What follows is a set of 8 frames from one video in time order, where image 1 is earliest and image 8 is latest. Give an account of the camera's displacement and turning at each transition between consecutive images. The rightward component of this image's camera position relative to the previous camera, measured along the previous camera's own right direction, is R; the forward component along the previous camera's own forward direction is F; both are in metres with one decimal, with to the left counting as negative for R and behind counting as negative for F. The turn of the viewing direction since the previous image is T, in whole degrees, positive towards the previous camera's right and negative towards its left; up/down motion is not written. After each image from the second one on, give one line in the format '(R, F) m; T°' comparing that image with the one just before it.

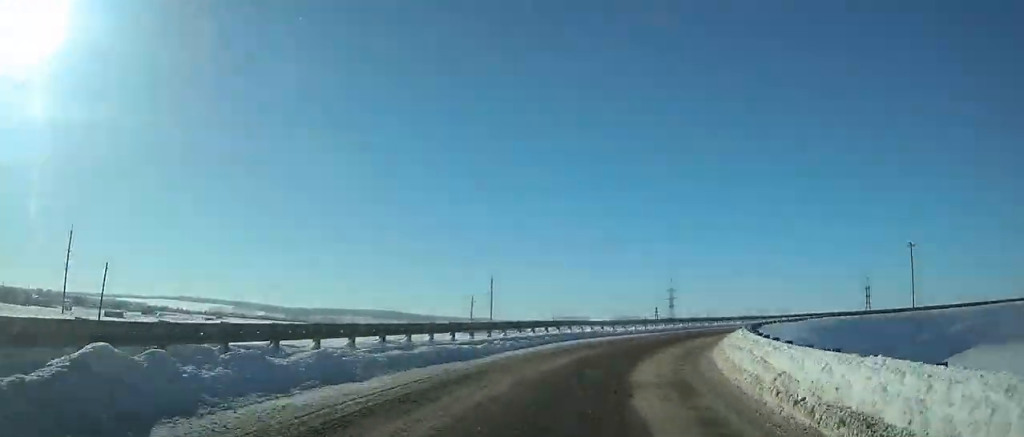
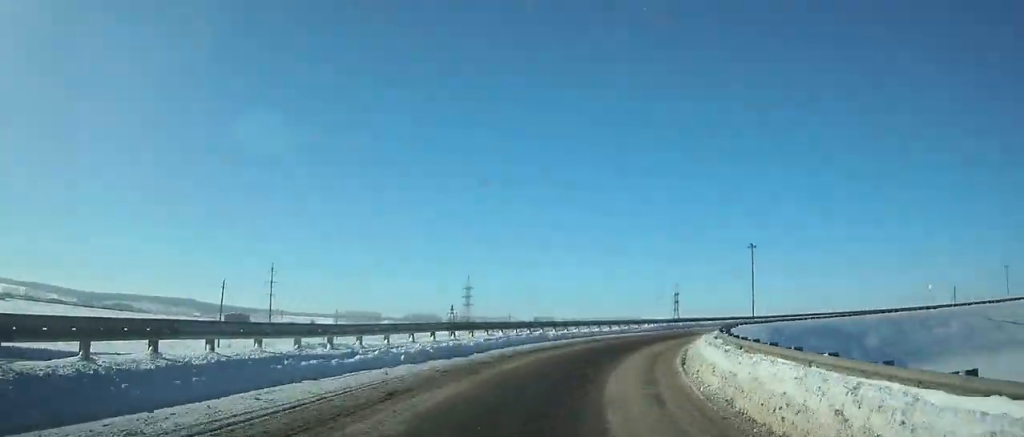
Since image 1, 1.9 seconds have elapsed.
(+2.9, +20.7) m; +17°
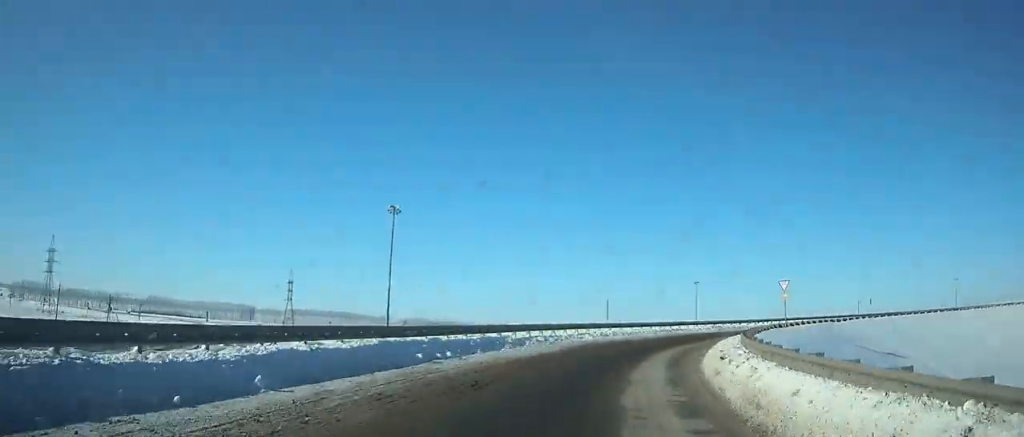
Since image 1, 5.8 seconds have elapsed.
(+12.5, +40.5) m; +34°
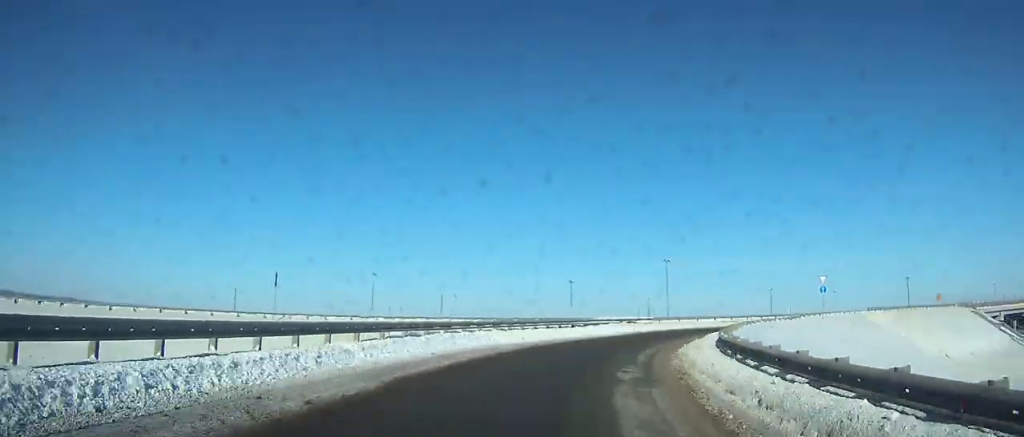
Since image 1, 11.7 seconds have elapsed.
(+29.3, +54.6) m; +58°
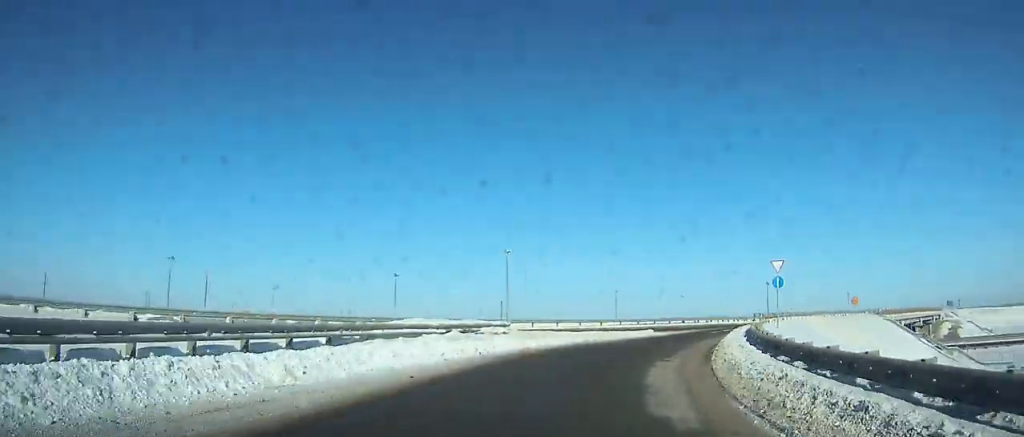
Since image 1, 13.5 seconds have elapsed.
(+1.9, +20.3) m; +18°
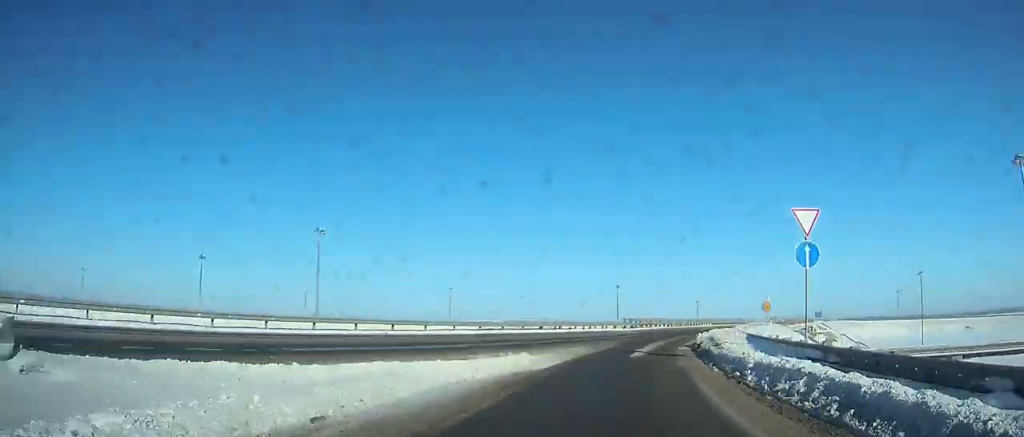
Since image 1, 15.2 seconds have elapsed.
(+4.1, +19.6) m; +15°
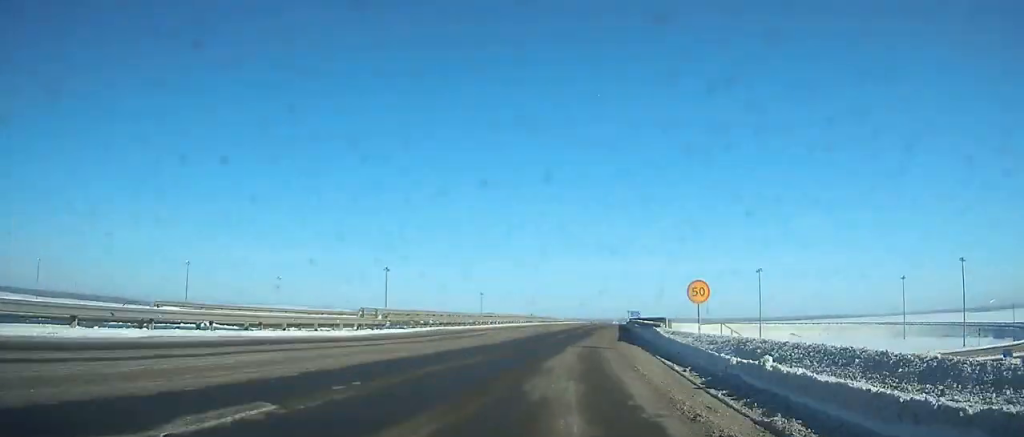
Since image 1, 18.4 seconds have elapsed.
(+8.7, +37.1) m; +19°
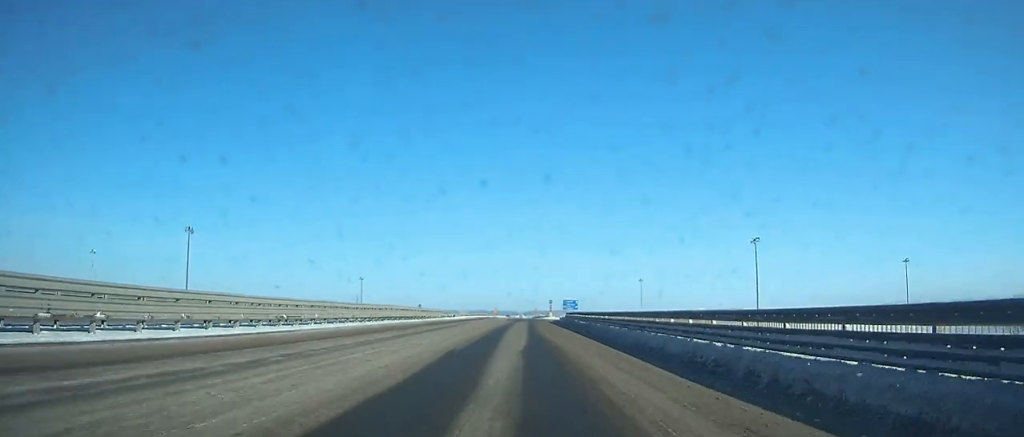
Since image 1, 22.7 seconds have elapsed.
(+5.7, +53.1) m; +9°
